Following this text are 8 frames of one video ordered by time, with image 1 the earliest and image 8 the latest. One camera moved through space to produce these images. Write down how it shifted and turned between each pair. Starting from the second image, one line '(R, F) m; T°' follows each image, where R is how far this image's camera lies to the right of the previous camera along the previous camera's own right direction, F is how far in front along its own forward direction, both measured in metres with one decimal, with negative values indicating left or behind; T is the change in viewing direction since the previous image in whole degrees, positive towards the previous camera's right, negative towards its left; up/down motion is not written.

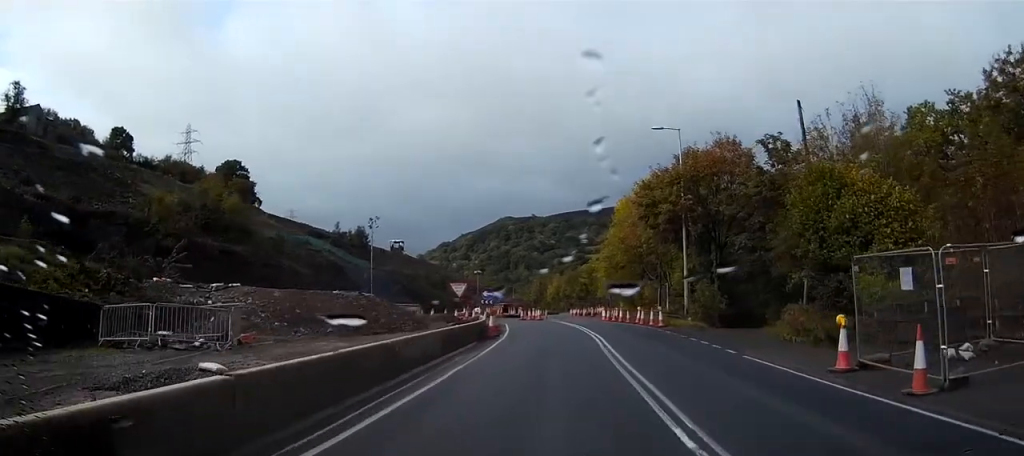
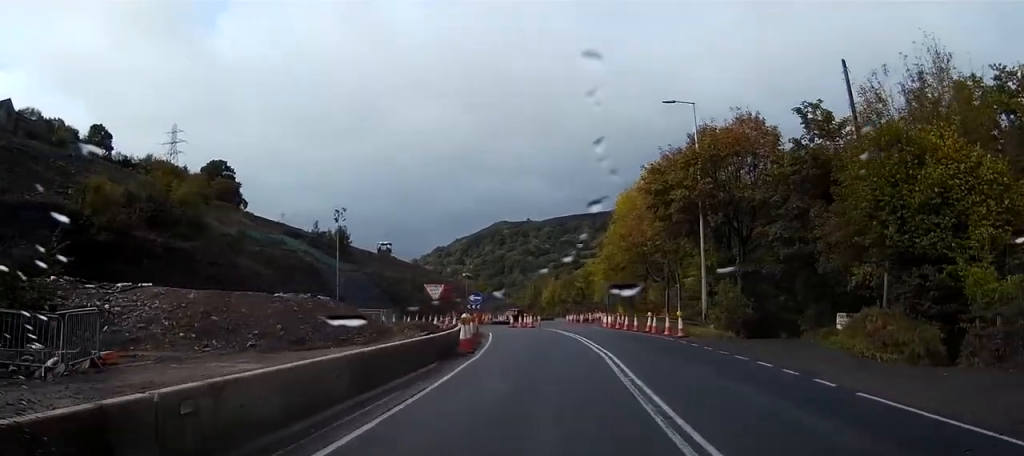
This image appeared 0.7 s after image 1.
(0.0, +7.7) m; 0°
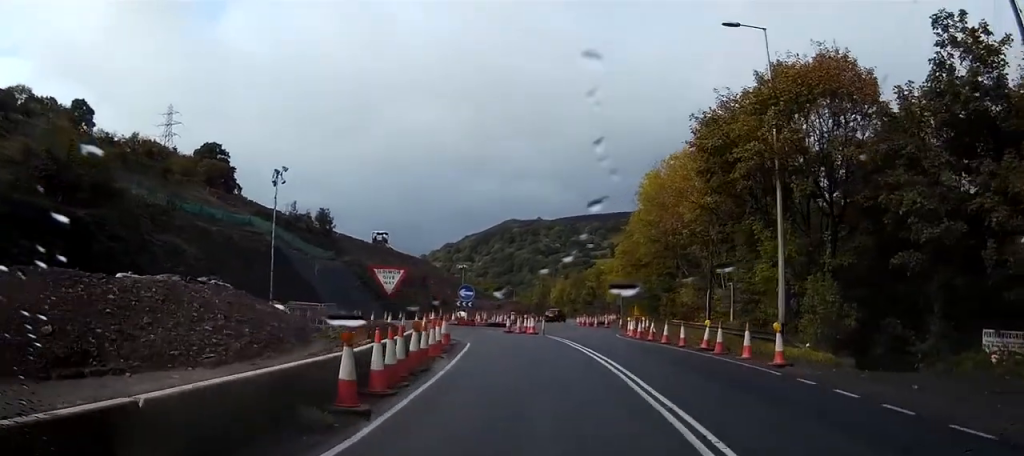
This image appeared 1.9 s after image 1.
(-0.1, +12.8) m; -1°
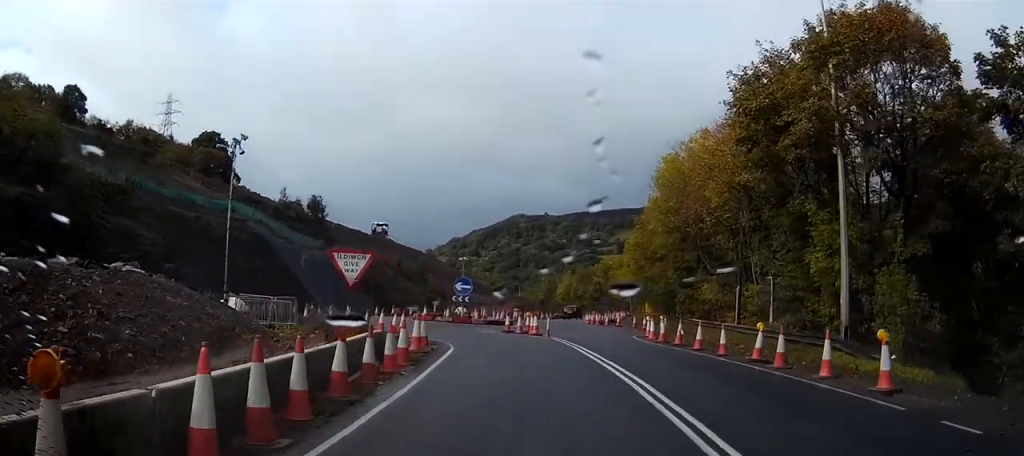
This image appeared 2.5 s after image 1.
(0.0, +6.0) m; -1°
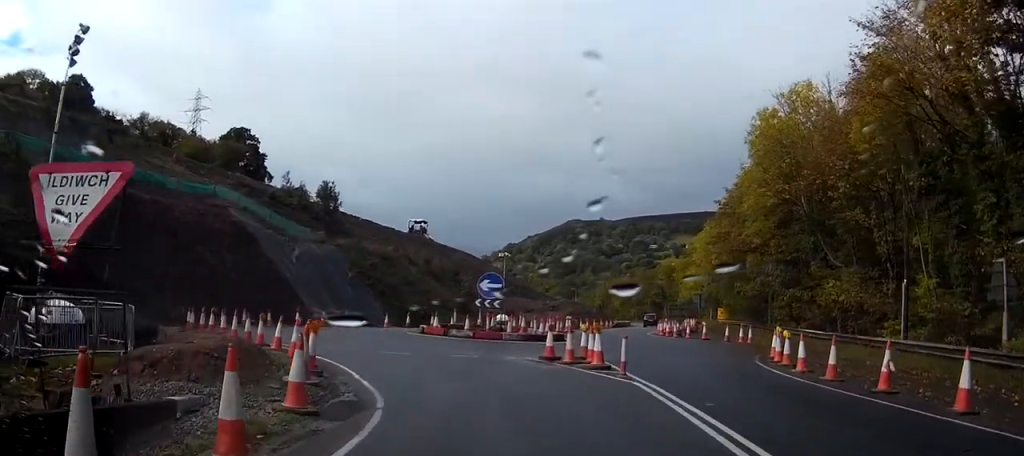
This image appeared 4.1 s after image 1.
(-0.7, +14.9) m; -7°
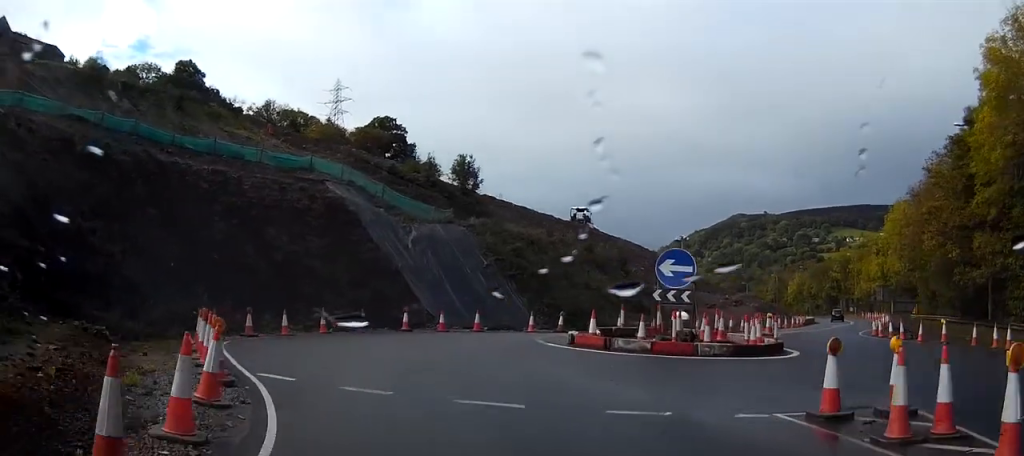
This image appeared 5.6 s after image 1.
(-1.1, +12.1) m; -13°
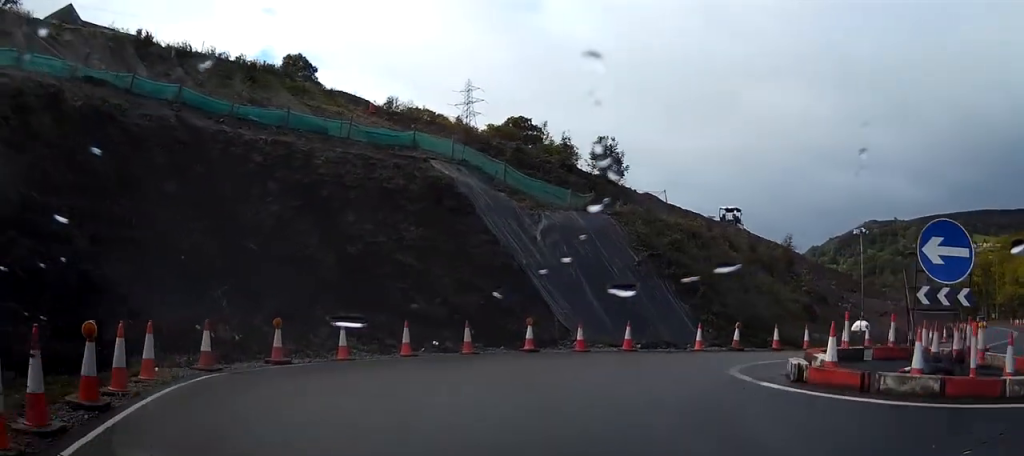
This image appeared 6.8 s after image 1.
(-0.9, +8.9) m; -7°
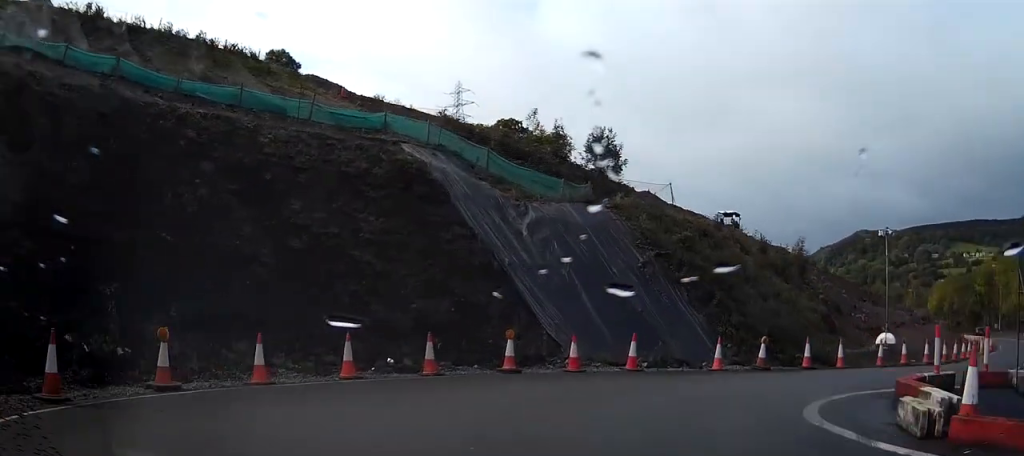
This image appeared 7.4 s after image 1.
(-0.2, +4.6) m; -1°
